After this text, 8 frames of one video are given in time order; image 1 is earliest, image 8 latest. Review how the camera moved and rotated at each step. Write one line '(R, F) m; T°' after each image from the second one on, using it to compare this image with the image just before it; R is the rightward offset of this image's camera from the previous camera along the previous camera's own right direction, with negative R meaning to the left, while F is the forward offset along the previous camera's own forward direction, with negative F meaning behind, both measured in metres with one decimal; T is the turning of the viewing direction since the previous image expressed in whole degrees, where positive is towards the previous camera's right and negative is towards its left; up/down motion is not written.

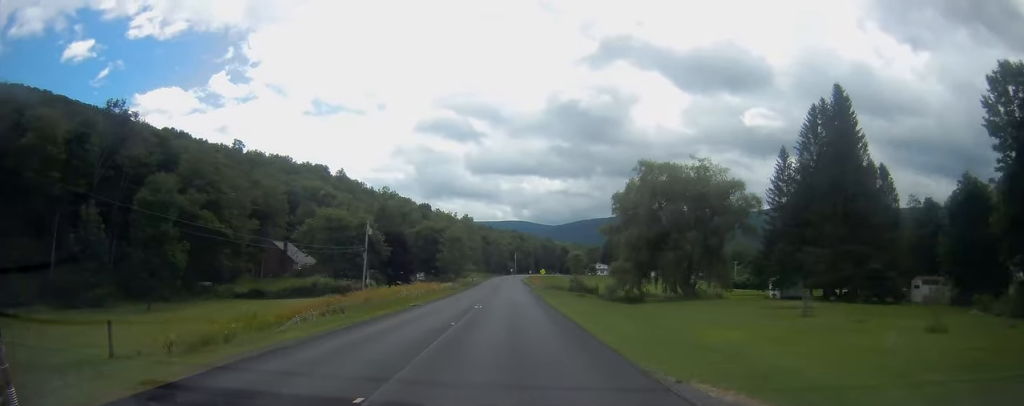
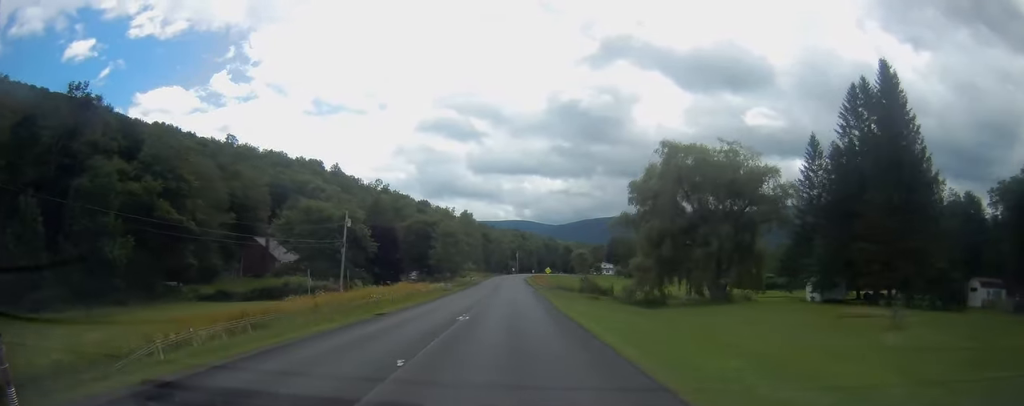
(0.0, +10.8) m; 0°
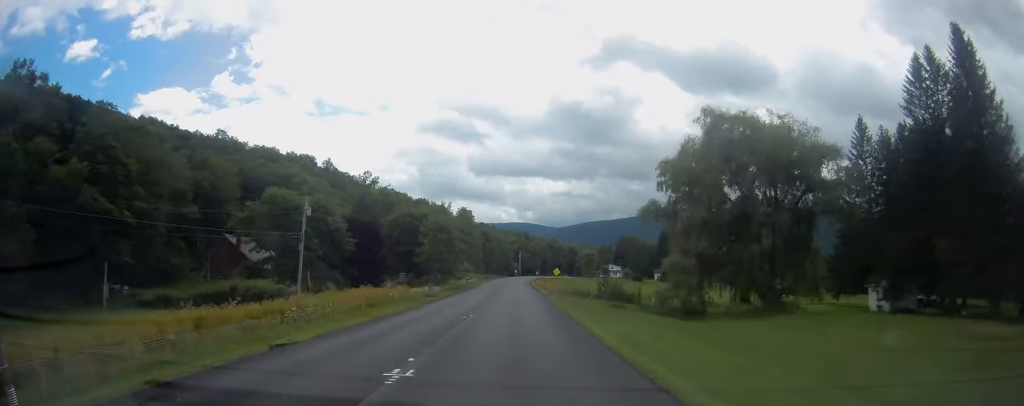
(0.0, +14.1) m; 0°
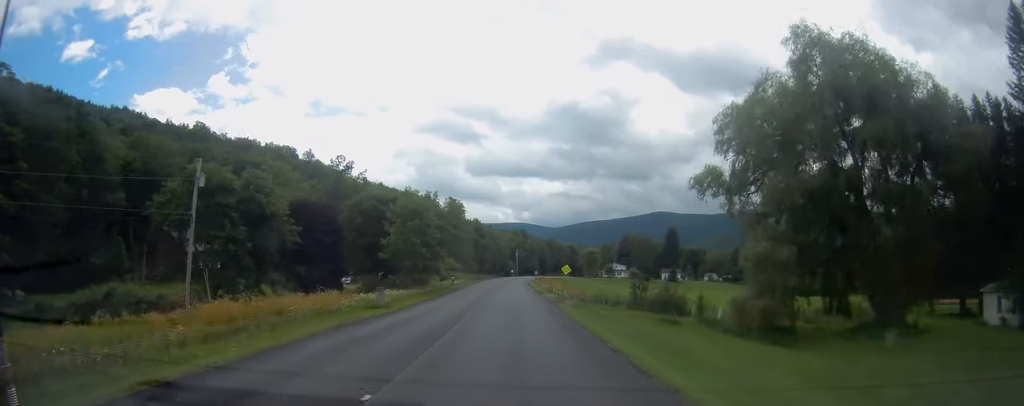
(-0.1, +19.0) m; 0°
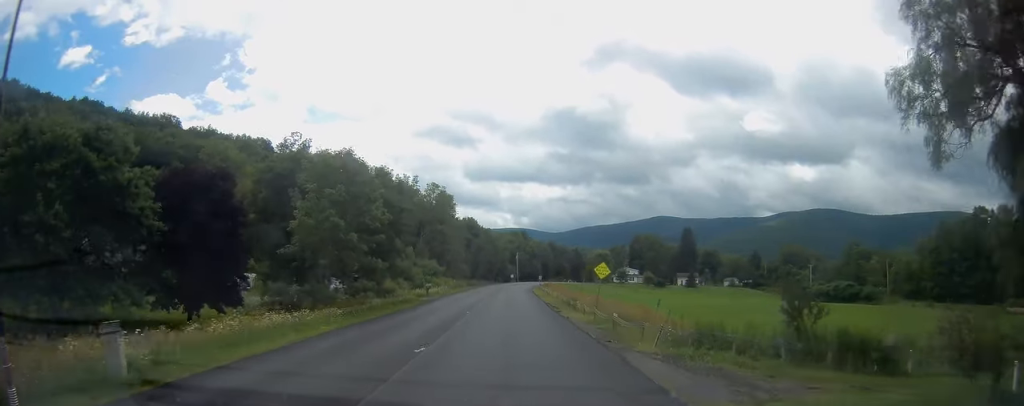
(+0.3, +24.8) m; 0°
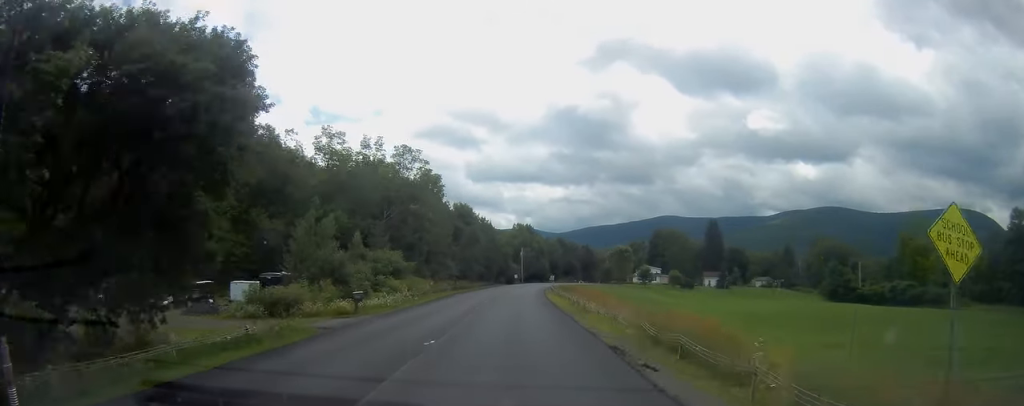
(-0.4, +28.9) m; -1°
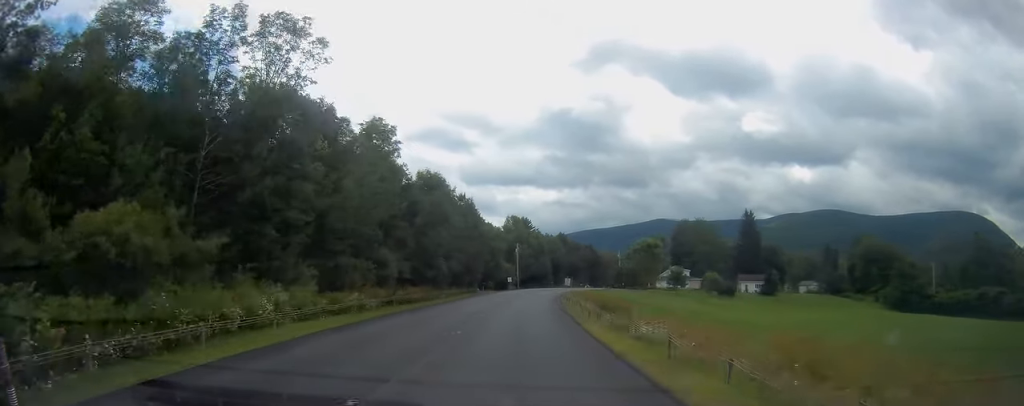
(+0.3, +37.6) m; +1°
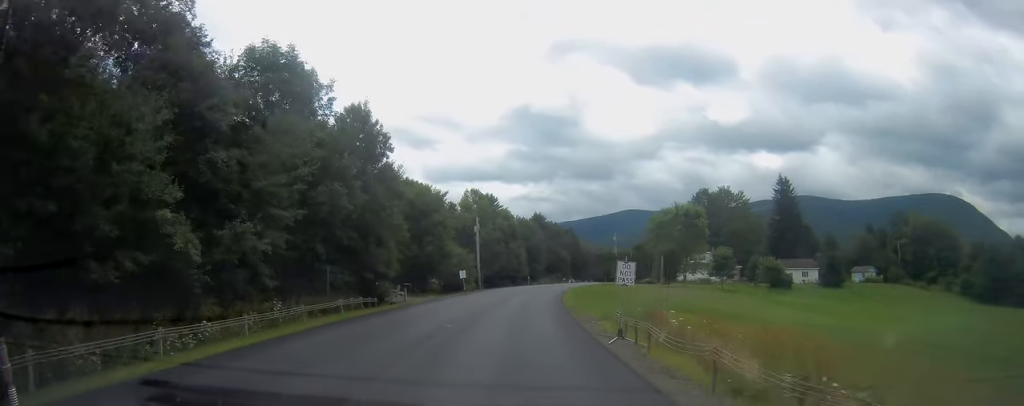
(+0.9, +44.3) m; +3°
